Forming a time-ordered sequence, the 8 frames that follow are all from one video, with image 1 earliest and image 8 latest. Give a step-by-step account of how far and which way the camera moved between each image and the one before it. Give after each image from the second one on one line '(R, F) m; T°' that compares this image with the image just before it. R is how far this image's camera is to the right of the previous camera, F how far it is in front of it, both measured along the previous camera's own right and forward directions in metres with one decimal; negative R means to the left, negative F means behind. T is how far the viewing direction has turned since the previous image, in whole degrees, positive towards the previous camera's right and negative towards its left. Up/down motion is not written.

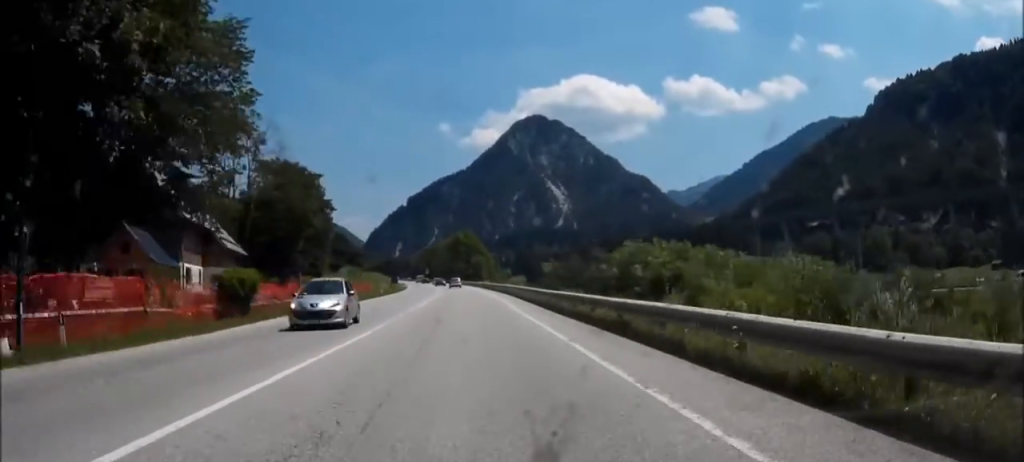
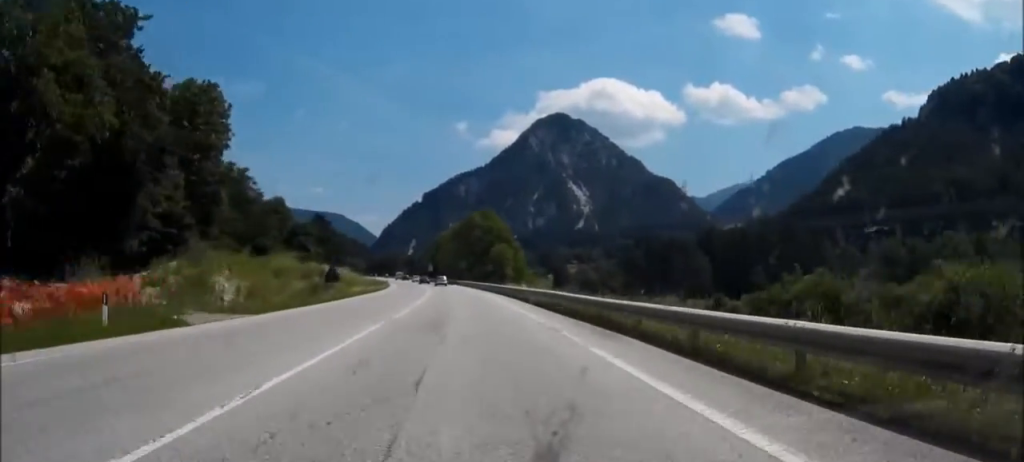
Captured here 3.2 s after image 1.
(-0.6, +57.5) m; -1°
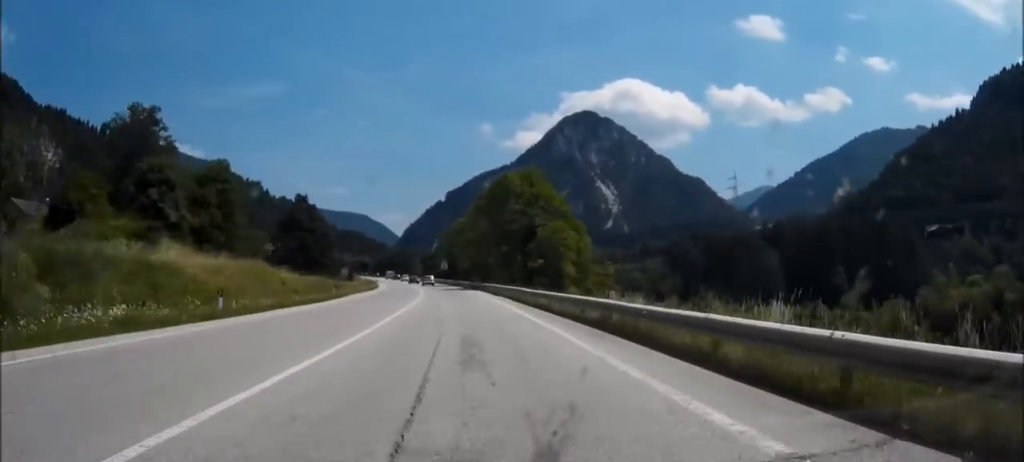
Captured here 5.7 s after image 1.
(-0.5, +46.5) m; -2°
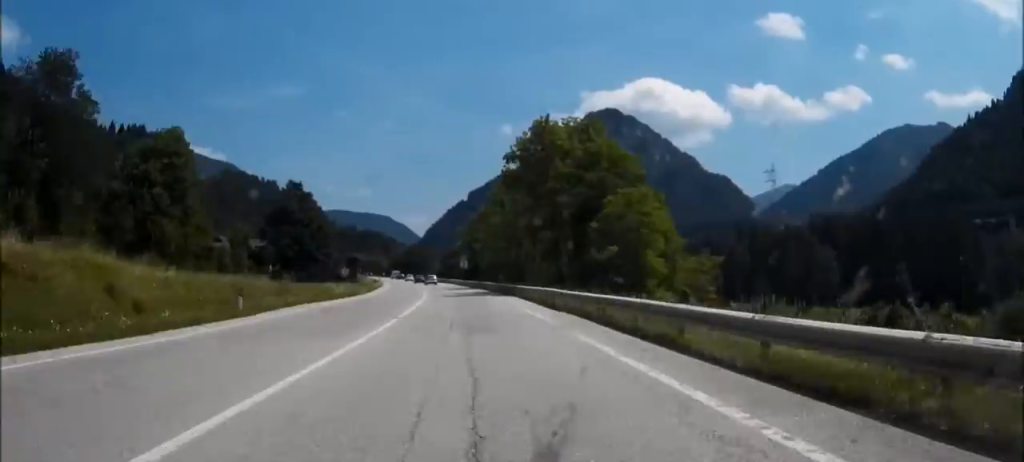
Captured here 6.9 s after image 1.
(-0.2, +24.2) m; -1°
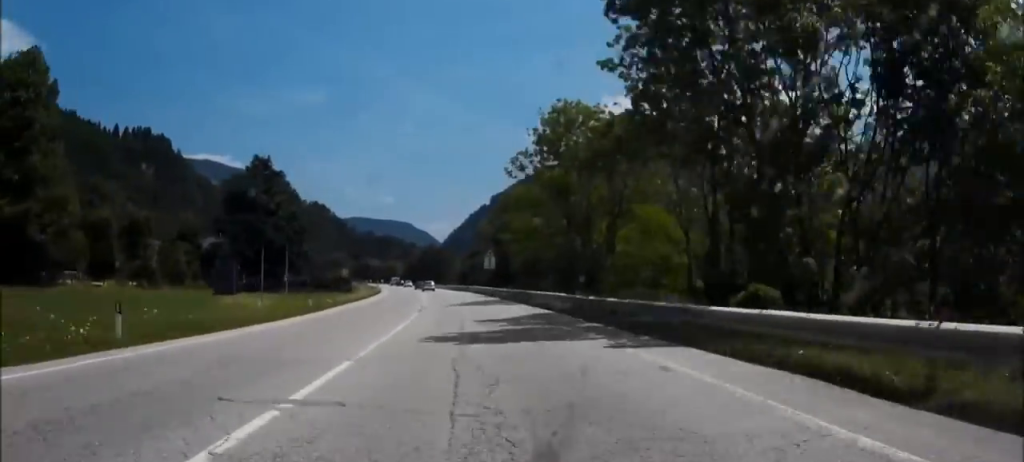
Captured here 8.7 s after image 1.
(-0.3, +33.7) m; -1°
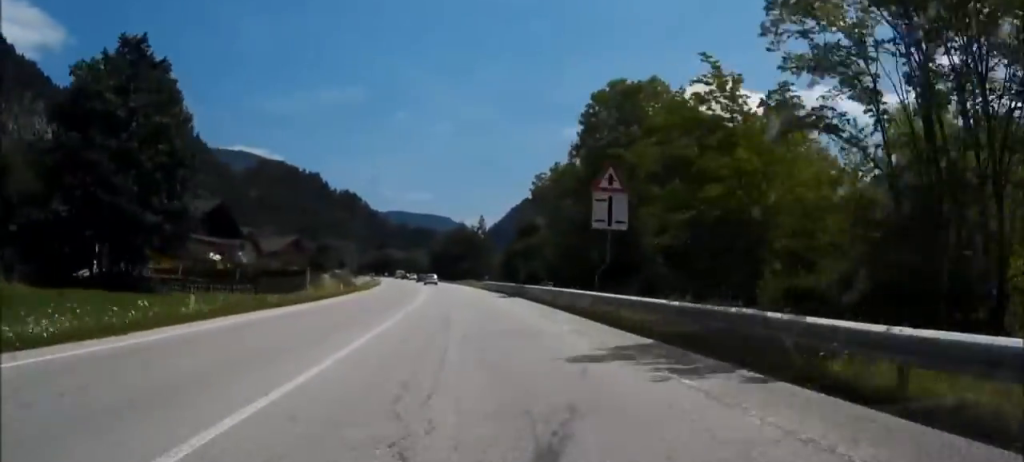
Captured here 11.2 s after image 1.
(-1.1, +49.6) m; -2°
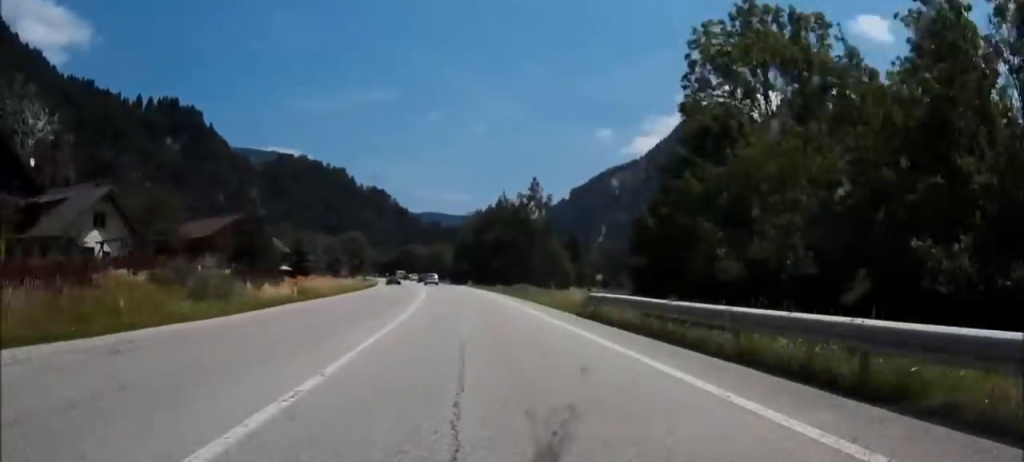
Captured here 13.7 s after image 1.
(-0.5, +48.6) m; -1°
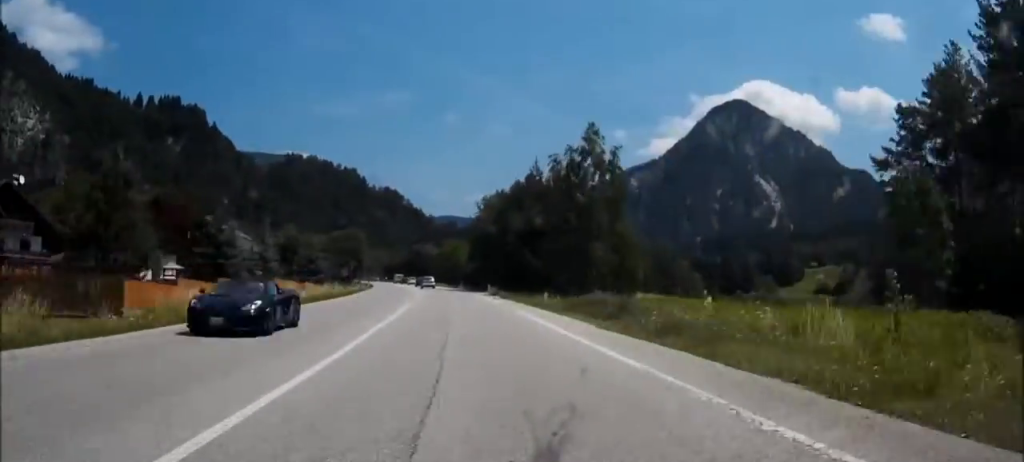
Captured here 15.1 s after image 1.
(+0.5, +27.4) m; -2°
